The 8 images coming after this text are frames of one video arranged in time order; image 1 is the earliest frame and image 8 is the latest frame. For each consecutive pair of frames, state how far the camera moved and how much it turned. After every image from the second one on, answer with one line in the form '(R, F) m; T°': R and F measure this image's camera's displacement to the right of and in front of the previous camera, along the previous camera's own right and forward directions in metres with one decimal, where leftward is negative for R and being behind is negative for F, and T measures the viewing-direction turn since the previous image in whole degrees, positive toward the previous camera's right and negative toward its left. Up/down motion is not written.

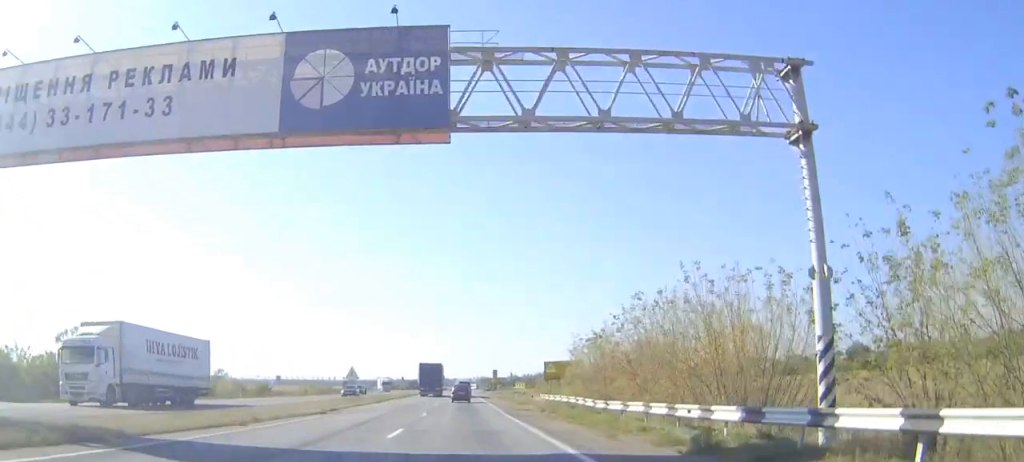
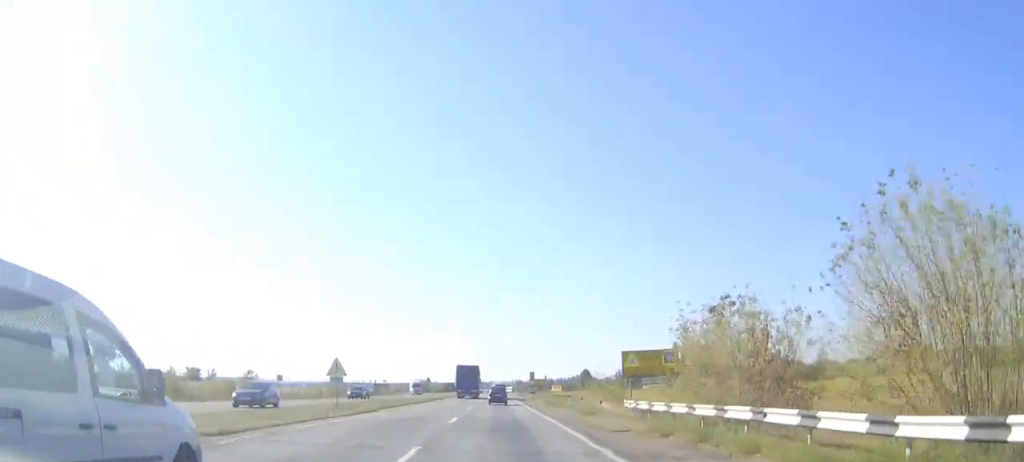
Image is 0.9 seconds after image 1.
(0.0, +22.9) m; 0°
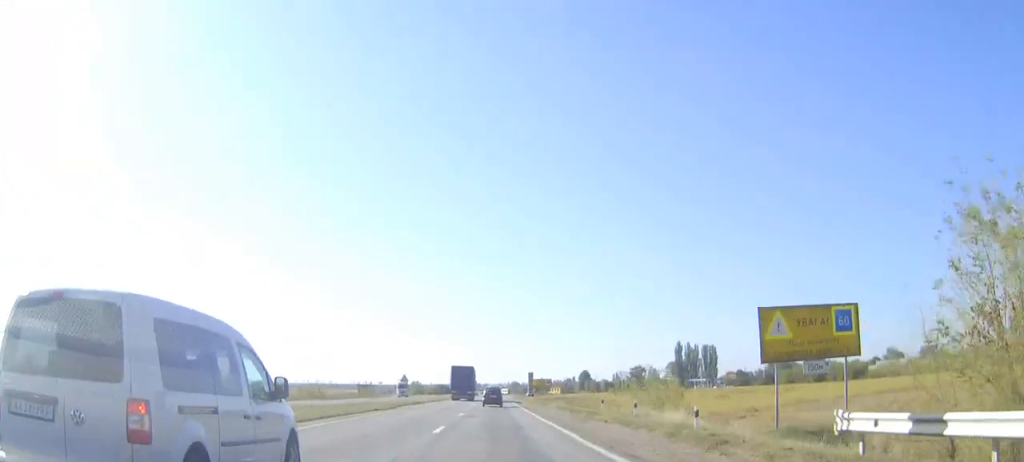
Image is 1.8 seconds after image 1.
(0.0, +22.0) m; 0°
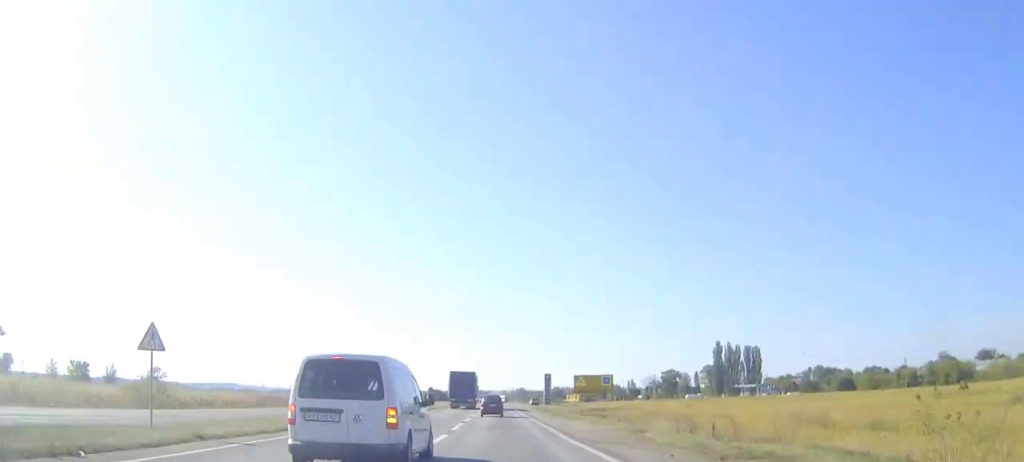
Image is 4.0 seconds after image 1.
(0.0, +56.2) m; 0°
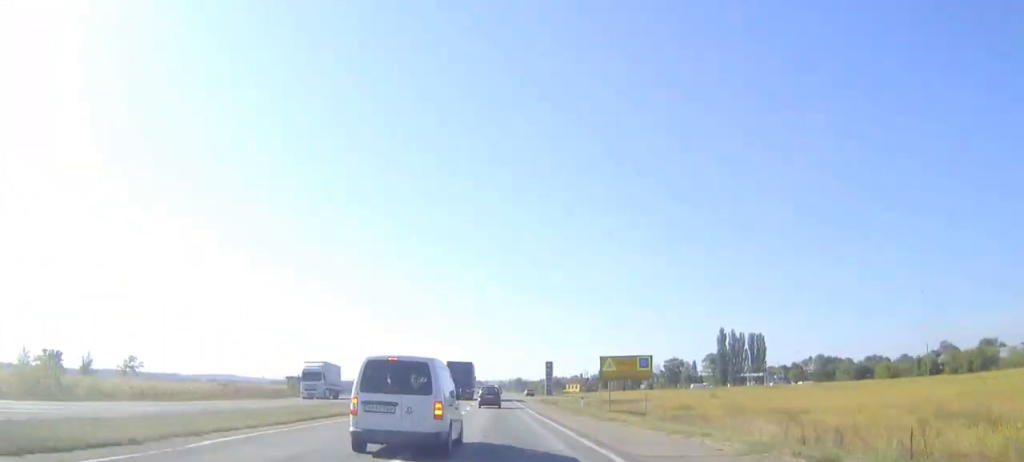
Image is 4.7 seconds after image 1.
(0.0, +17.9) m; 0°
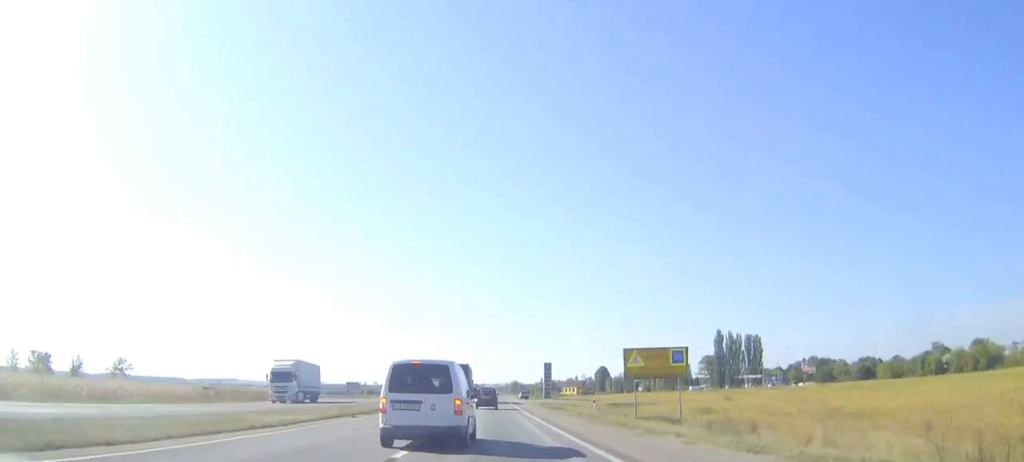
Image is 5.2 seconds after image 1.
(0.0, +10.2) m; 0°
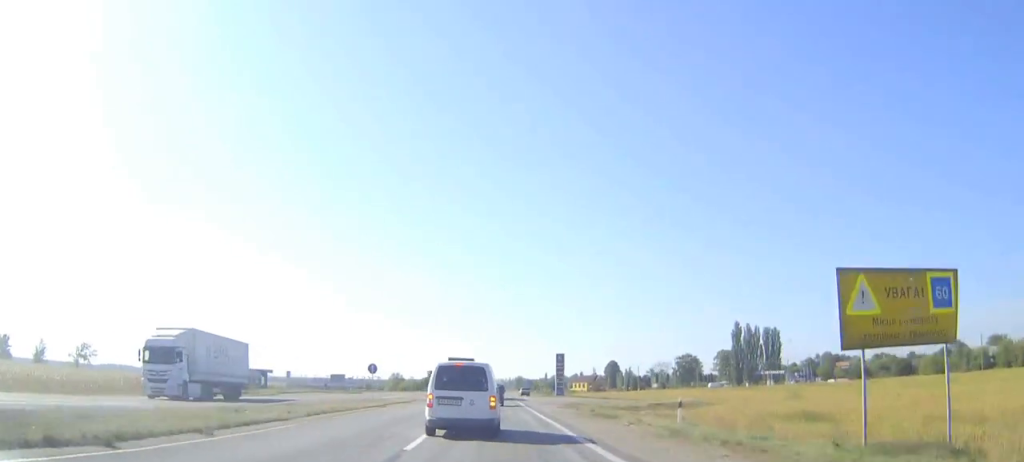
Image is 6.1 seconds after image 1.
(0.0, +22.5) m; 0°
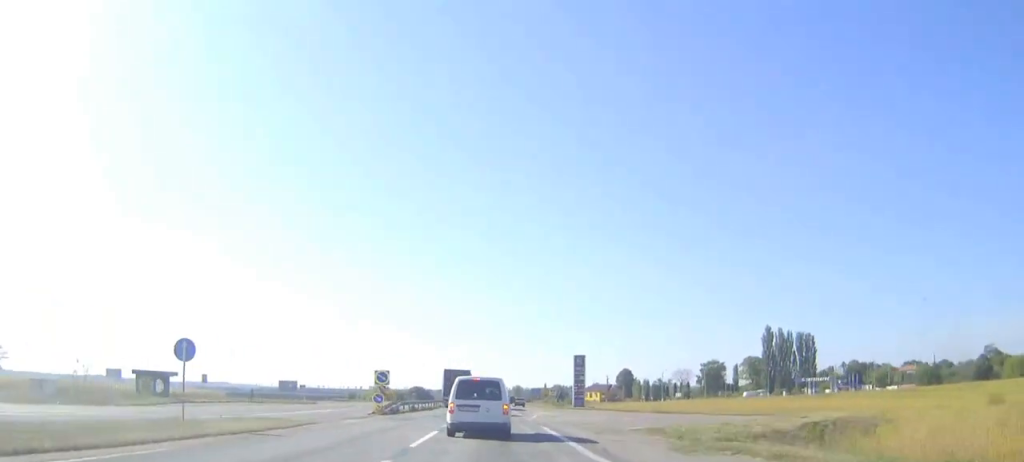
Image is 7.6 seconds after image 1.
(+0.1, +33.5) m; 0°
